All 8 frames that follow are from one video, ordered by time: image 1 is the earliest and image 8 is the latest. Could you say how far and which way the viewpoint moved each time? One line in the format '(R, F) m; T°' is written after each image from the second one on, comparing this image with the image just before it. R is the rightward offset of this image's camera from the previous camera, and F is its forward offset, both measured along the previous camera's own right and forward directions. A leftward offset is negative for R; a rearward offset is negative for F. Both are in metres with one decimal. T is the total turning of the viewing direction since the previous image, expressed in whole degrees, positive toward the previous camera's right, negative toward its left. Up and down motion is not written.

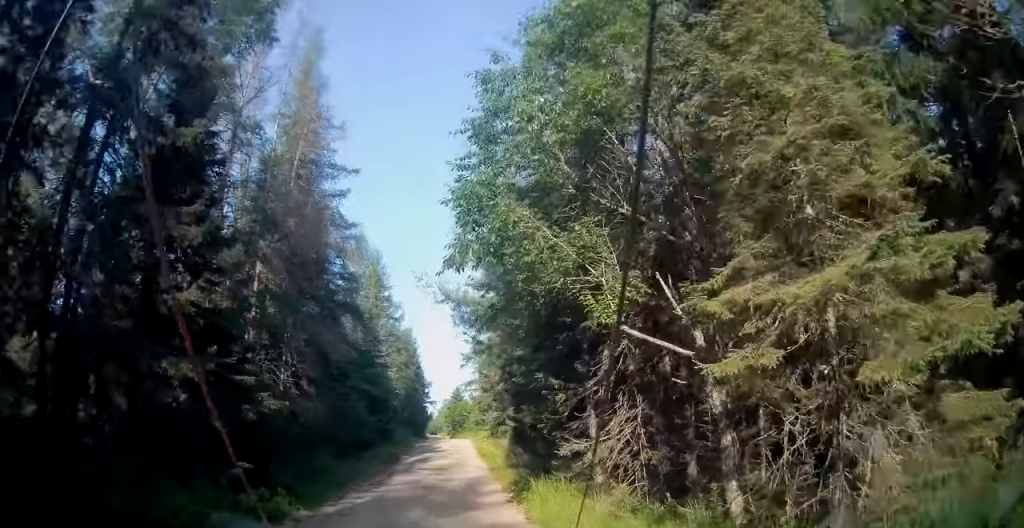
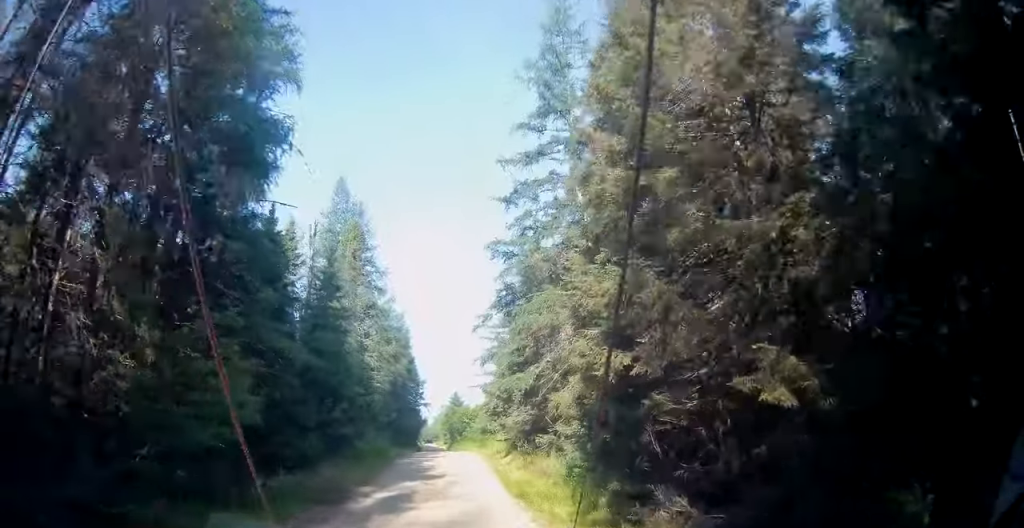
(+0.3, +15.7) m; +2°
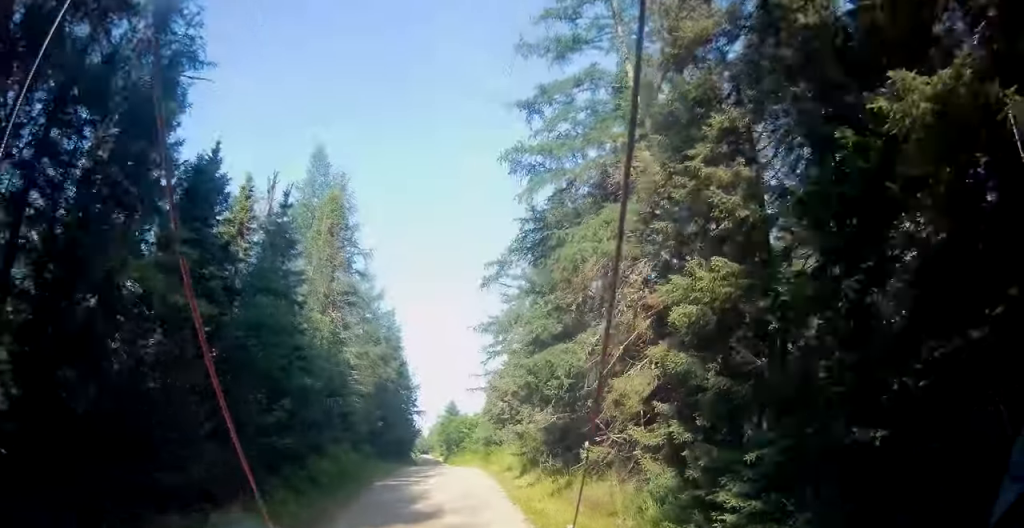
(0.0, +7.5) m; +1°
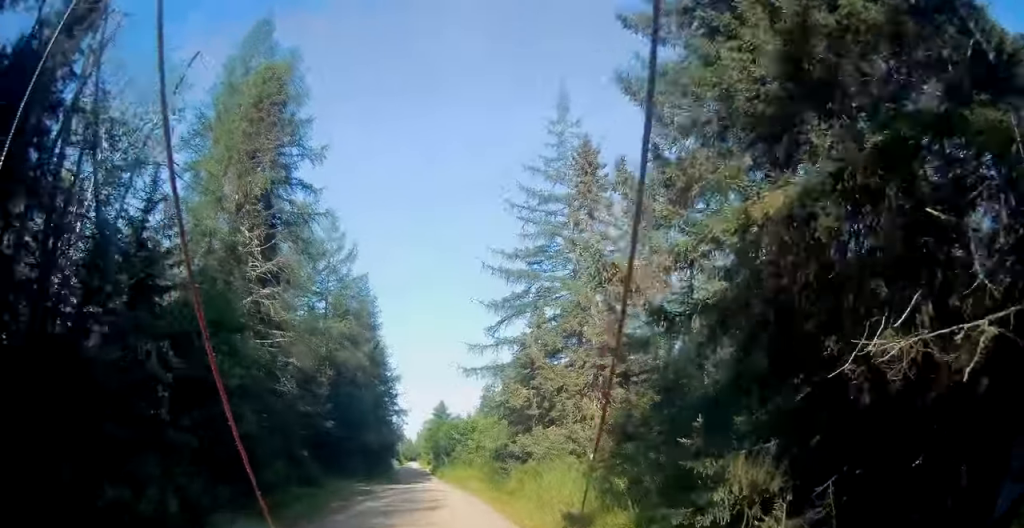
(+0.5, +14.8) m; +1°
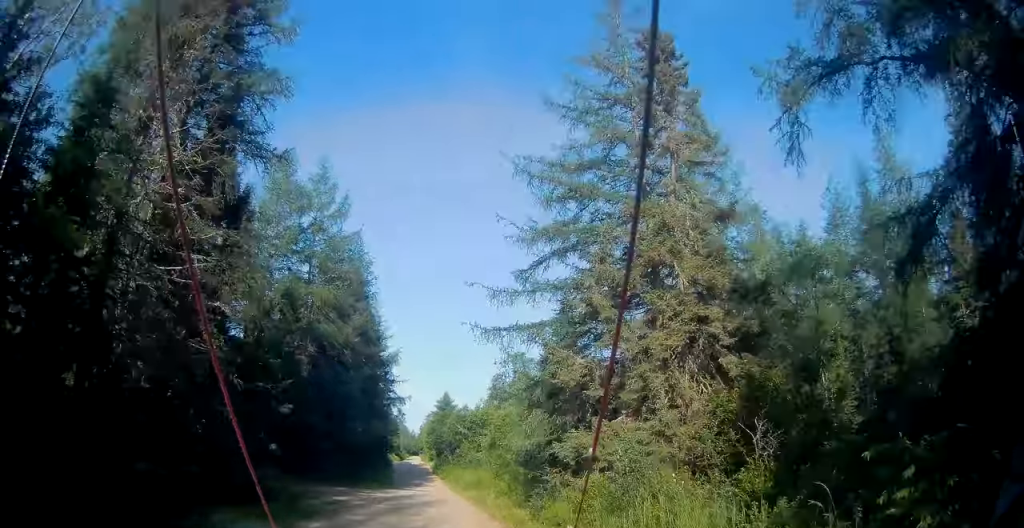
(-0.3, +8.2) m; -1°
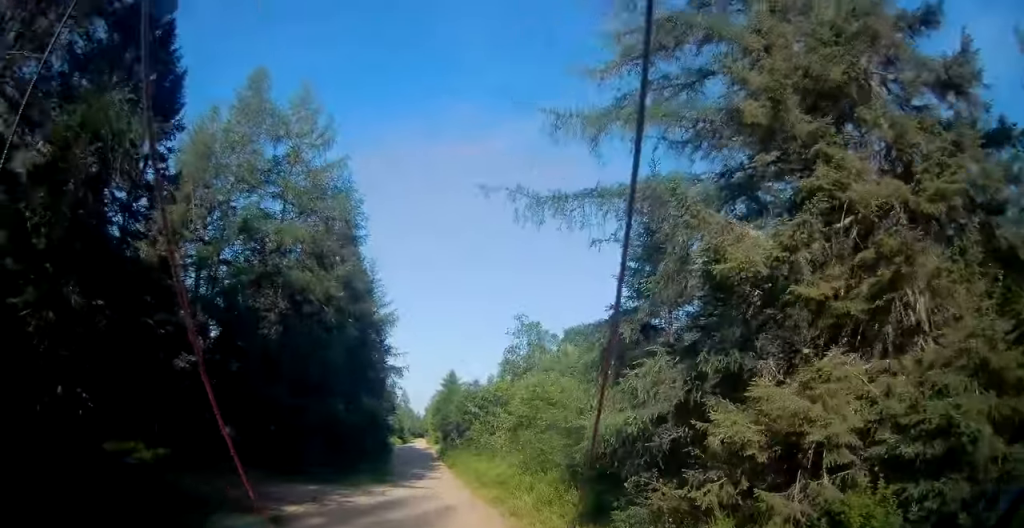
(+0.2, +8.1) m; -1°
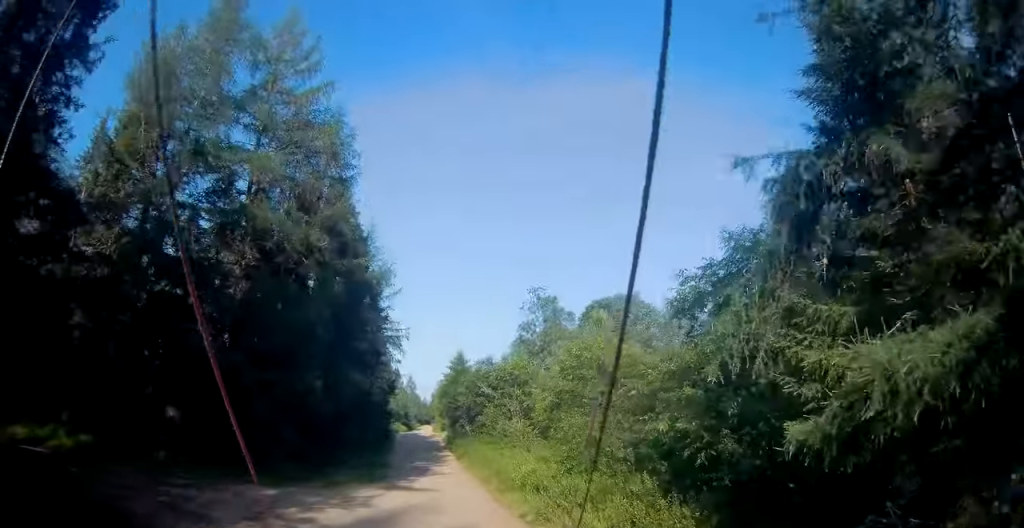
(-0.2, +6.1) m; 0°
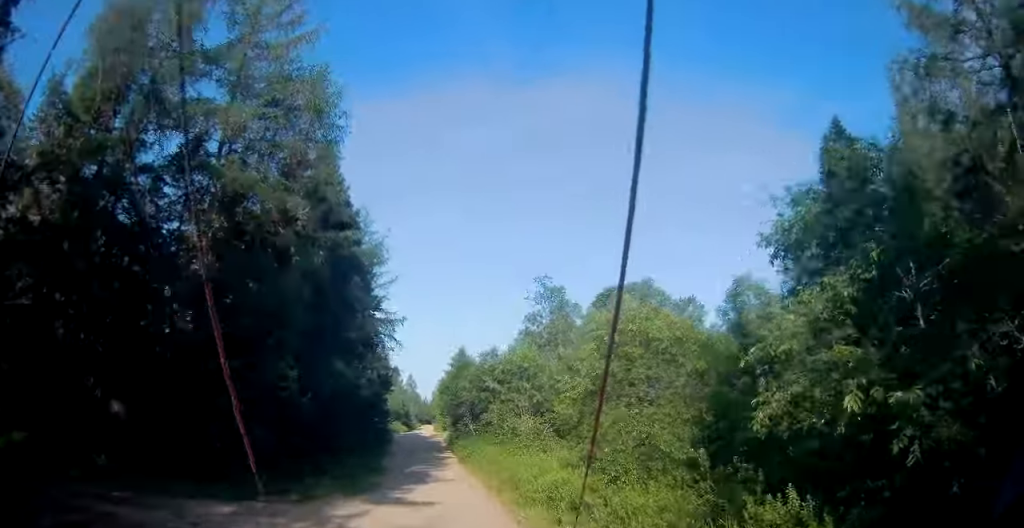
(-0.1, +3.7) m; 0°
